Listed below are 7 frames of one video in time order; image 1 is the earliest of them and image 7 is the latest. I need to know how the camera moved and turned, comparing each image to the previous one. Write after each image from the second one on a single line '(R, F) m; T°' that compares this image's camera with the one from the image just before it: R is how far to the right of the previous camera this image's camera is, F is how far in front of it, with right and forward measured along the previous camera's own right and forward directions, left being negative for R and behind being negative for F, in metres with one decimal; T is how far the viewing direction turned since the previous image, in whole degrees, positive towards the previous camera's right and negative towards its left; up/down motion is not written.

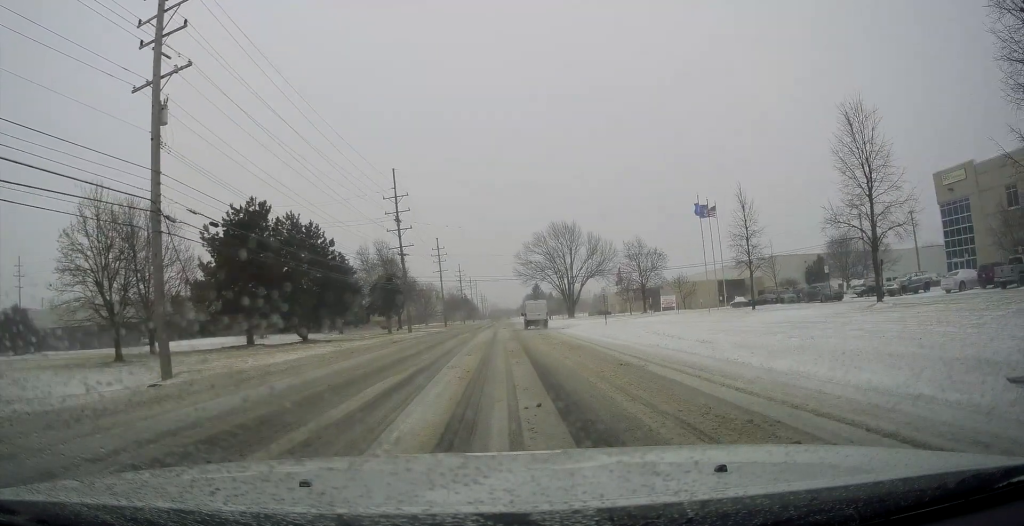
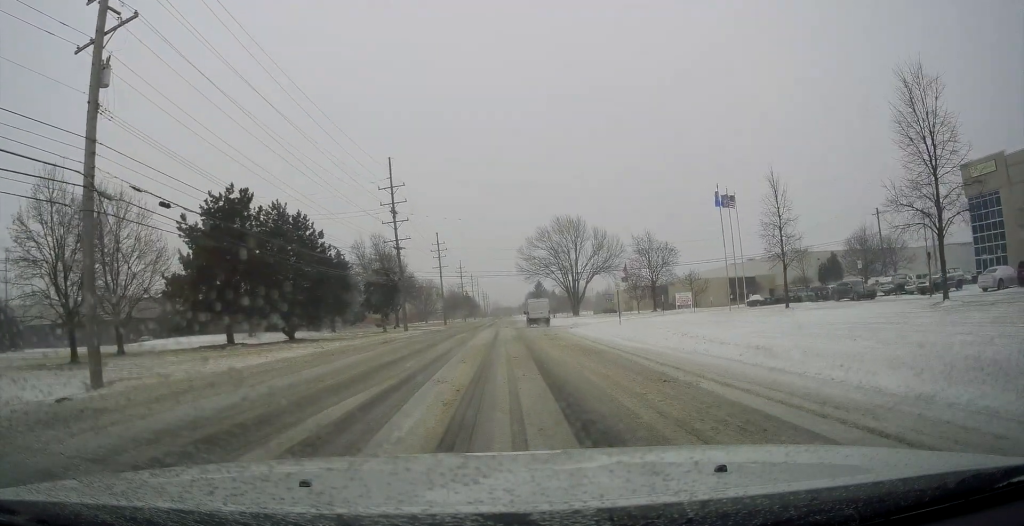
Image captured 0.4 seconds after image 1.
(+0.1, +4.1) m; -1°
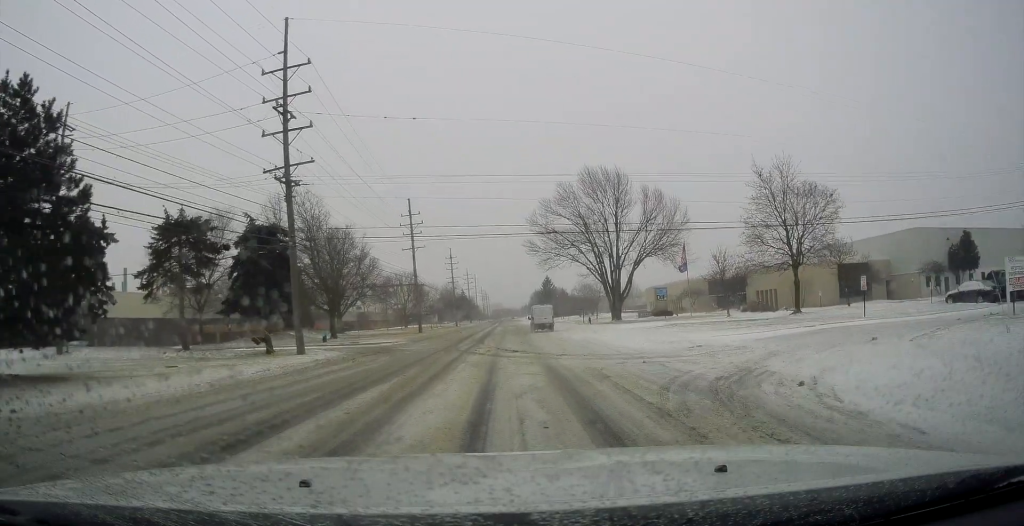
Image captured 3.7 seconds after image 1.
(-1.5, +36.9) m; -4°
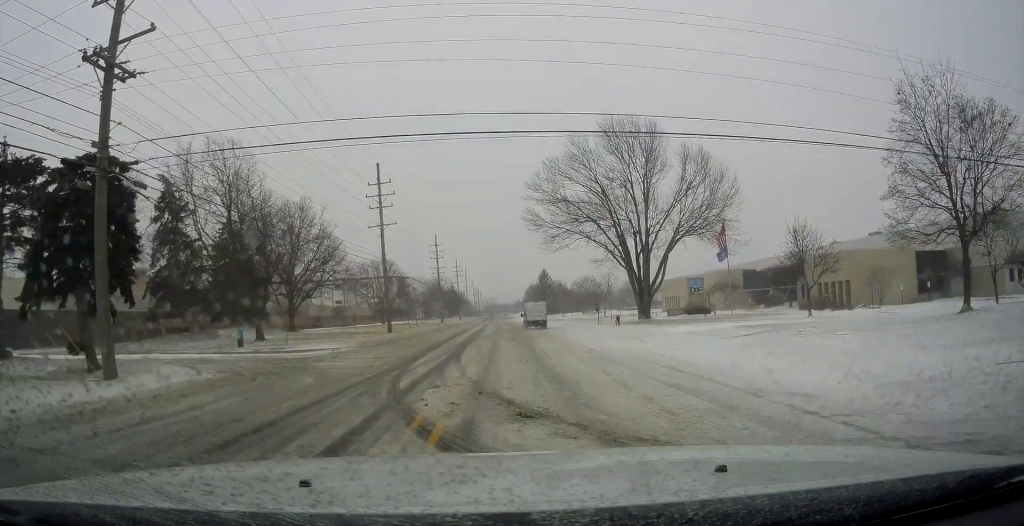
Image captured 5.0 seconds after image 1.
(+0.8, +17.1) m; +4°
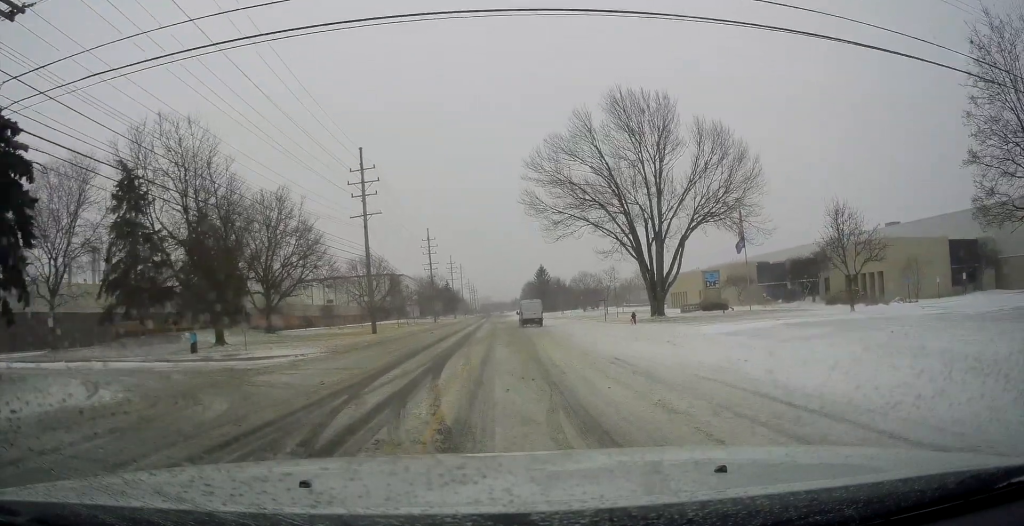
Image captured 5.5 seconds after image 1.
(+0.2, +5.8) m; 0°
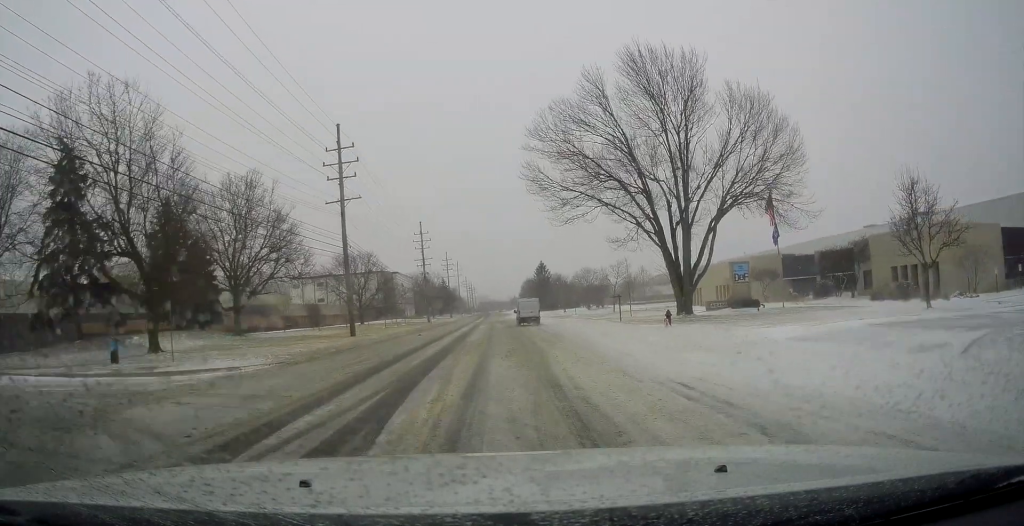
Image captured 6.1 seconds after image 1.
(-0.2, +7.3) m; -2°
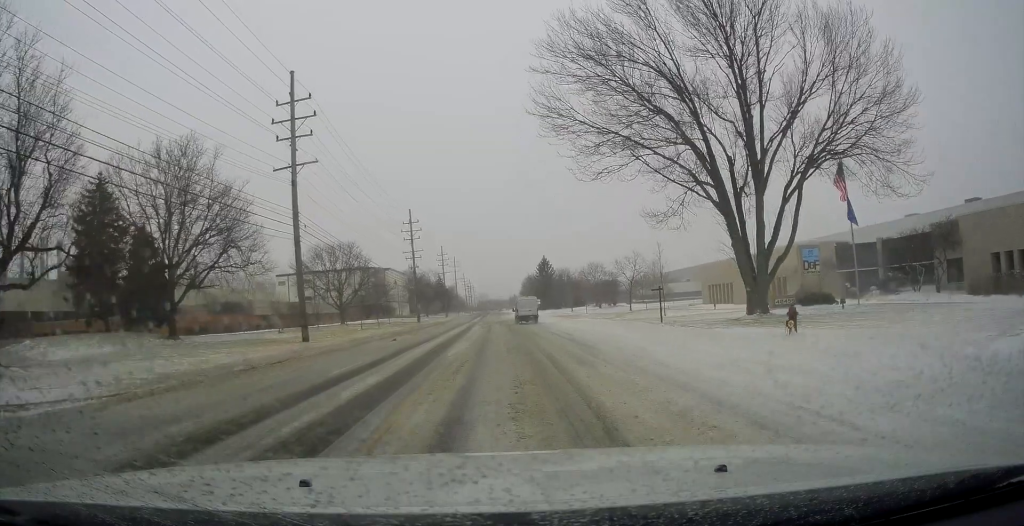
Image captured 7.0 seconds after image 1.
(-0.3, +12.1) m; 0°
